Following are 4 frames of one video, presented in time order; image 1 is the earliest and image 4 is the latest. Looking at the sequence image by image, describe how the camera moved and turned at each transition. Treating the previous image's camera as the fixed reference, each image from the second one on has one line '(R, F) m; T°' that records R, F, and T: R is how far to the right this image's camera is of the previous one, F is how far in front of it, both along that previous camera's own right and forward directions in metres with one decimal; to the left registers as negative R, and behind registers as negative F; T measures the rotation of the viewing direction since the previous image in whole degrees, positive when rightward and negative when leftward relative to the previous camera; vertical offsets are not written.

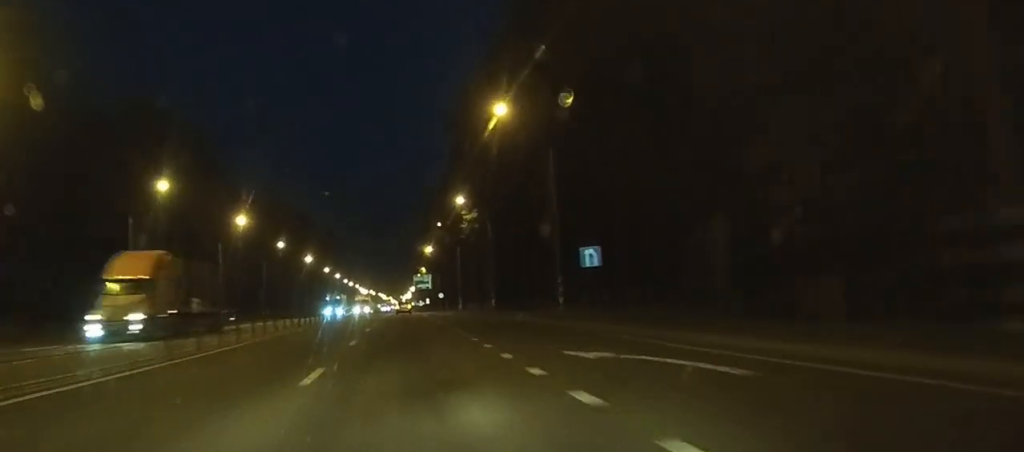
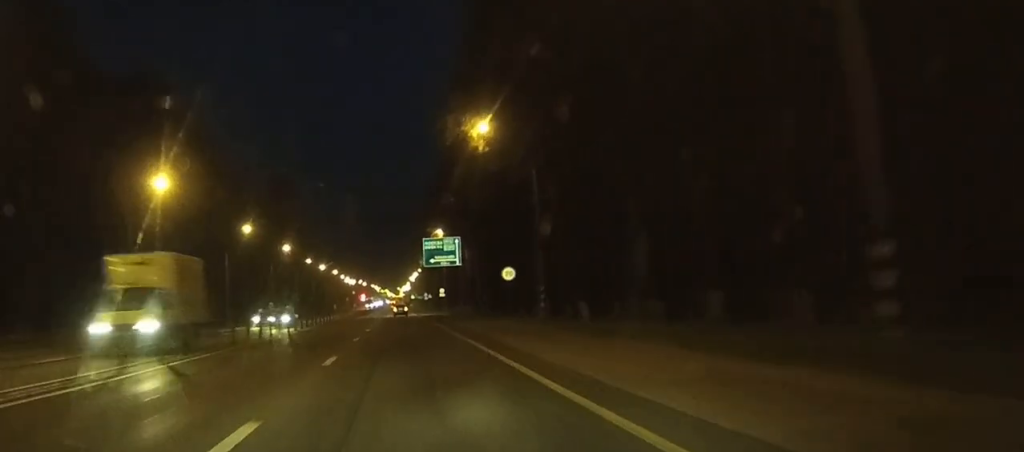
(+0.5, +104.1) m; +1°
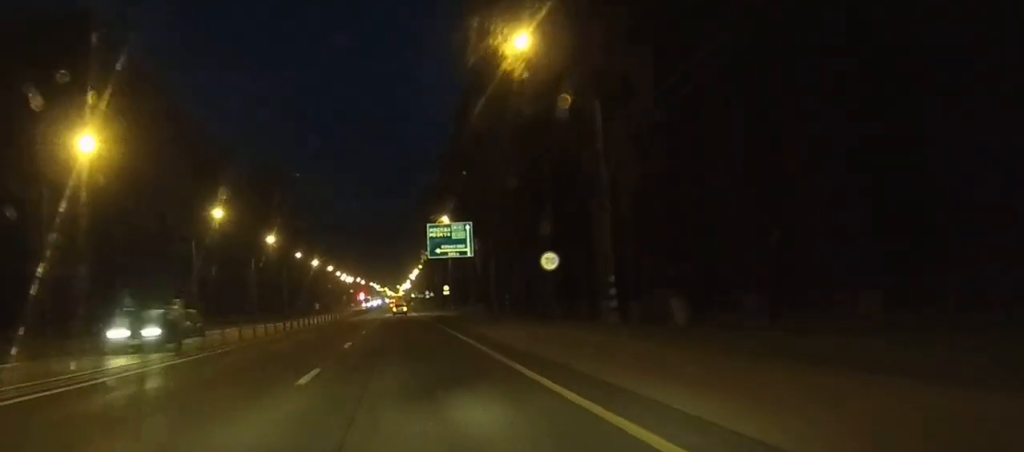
(0.0, +16.3) m; 0°
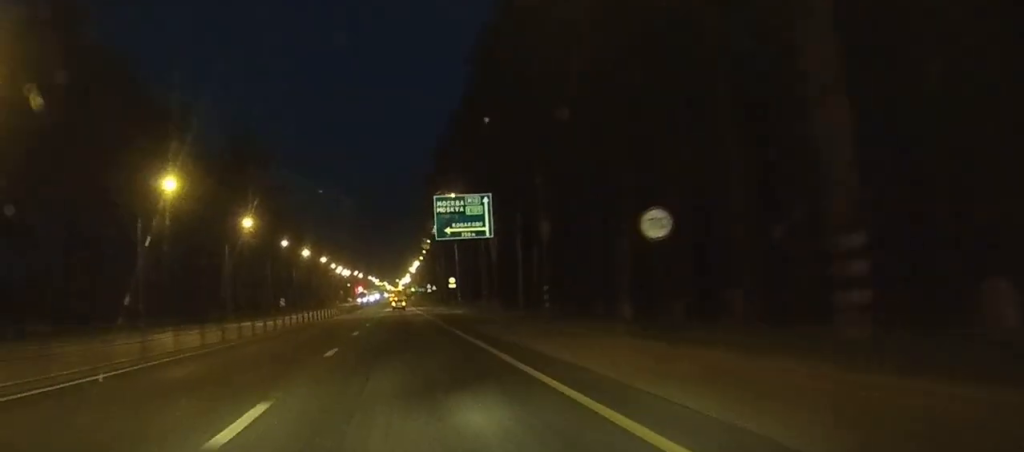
(0.0, +17.9) m; 0°
